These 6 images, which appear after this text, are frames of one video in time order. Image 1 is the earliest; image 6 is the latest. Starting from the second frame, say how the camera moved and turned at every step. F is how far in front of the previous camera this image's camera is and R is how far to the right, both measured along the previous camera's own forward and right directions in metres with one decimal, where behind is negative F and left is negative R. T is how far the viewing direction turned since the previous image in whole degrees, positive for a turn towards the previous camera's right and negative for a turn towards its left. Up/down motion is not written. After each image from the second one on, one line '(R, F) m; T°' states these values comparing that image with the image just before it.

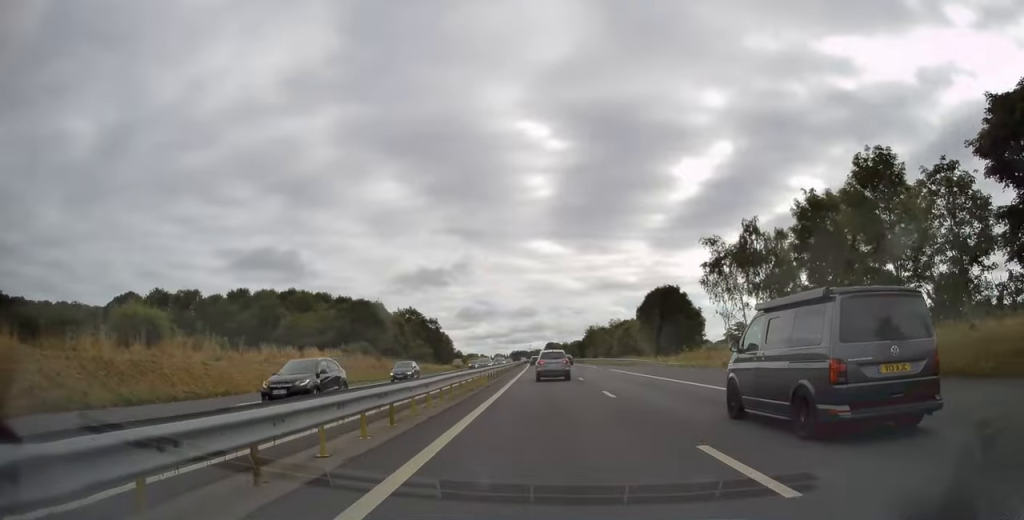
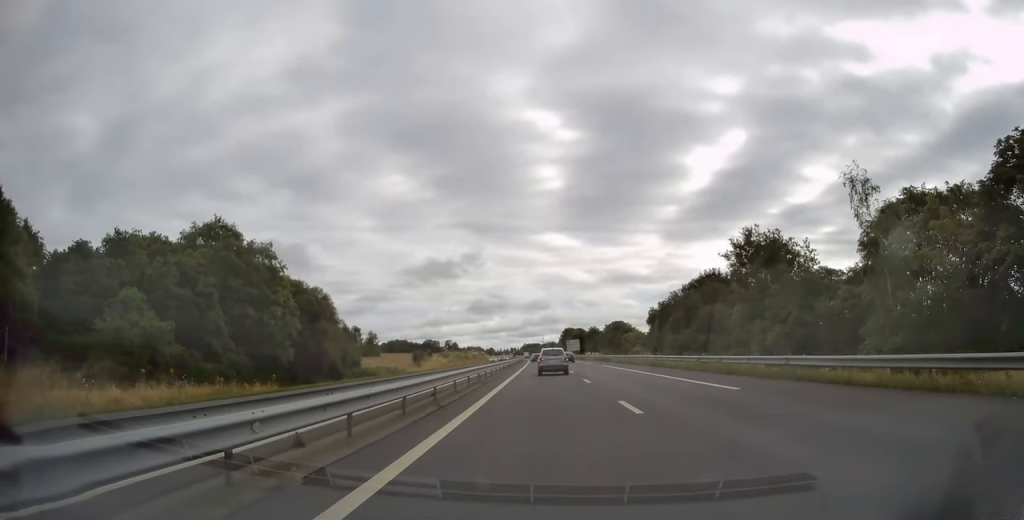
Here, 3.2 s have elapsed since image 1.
(-1.2, +96.0) m; -1°
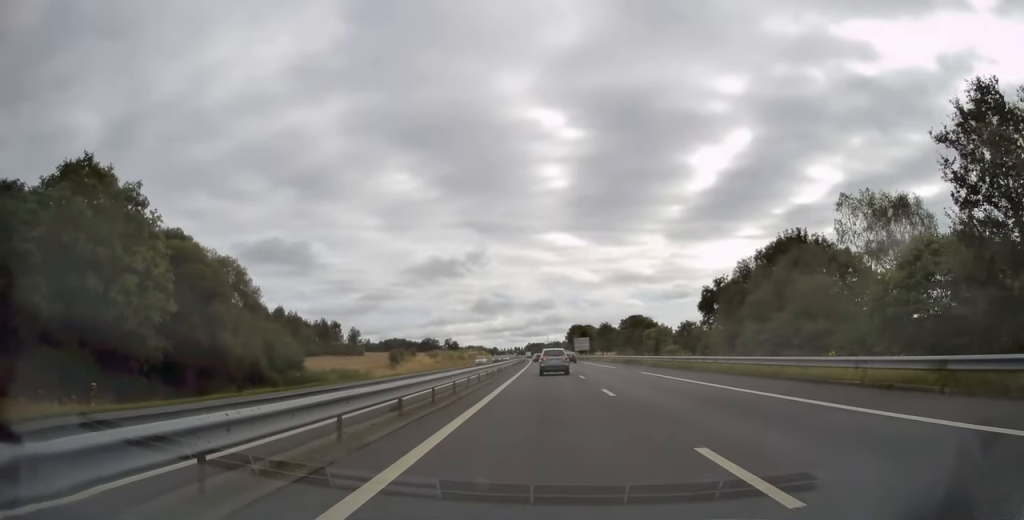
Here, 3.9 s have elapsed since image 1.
(0.0, +20.6) m; 0°
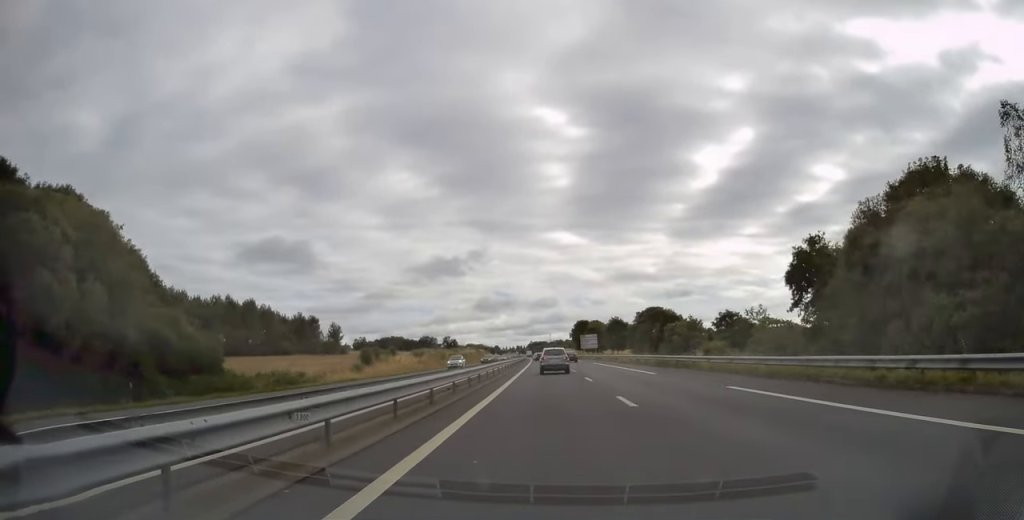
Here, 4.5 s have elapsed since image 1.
(0.0, +16.6) m; 0°
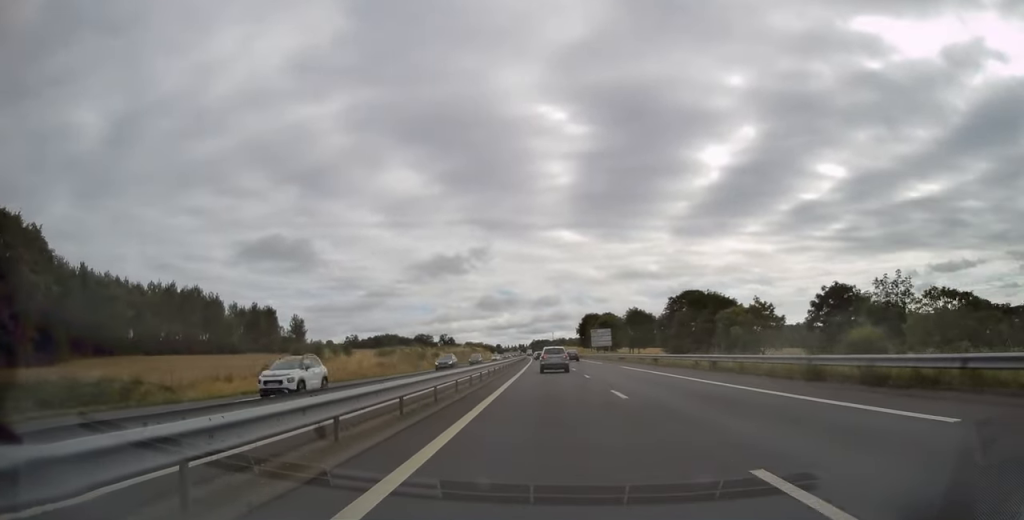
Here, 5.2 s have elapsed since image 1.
(0.0, +23.8) m; -1°
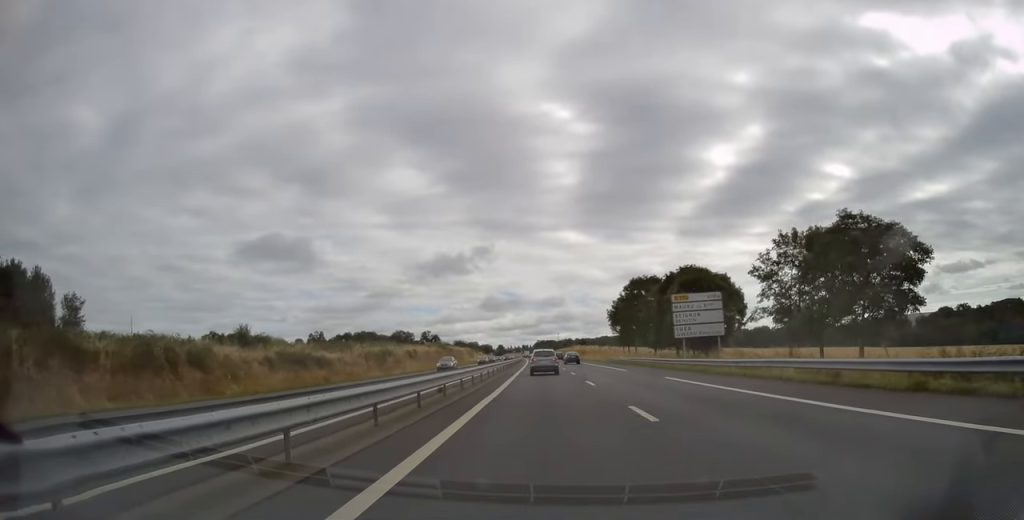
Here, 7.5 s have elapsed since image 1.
(-1.0, +69.3) m; -1°
